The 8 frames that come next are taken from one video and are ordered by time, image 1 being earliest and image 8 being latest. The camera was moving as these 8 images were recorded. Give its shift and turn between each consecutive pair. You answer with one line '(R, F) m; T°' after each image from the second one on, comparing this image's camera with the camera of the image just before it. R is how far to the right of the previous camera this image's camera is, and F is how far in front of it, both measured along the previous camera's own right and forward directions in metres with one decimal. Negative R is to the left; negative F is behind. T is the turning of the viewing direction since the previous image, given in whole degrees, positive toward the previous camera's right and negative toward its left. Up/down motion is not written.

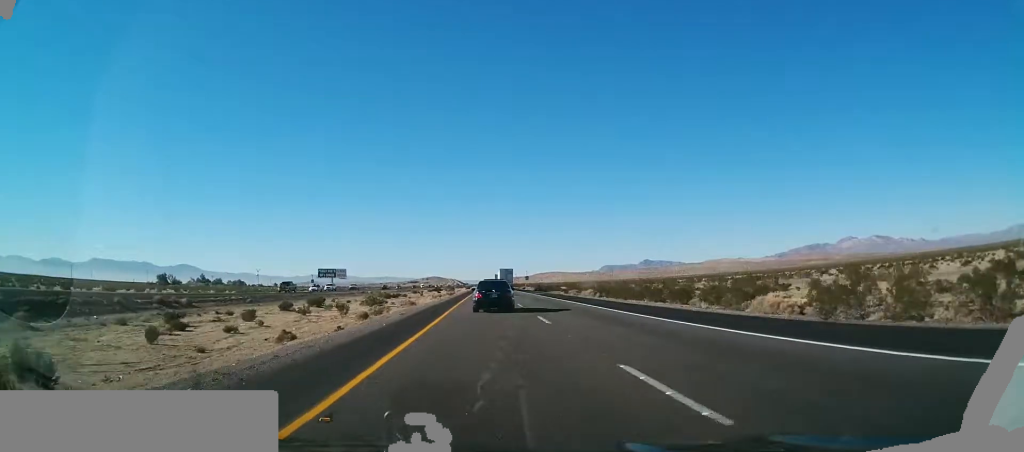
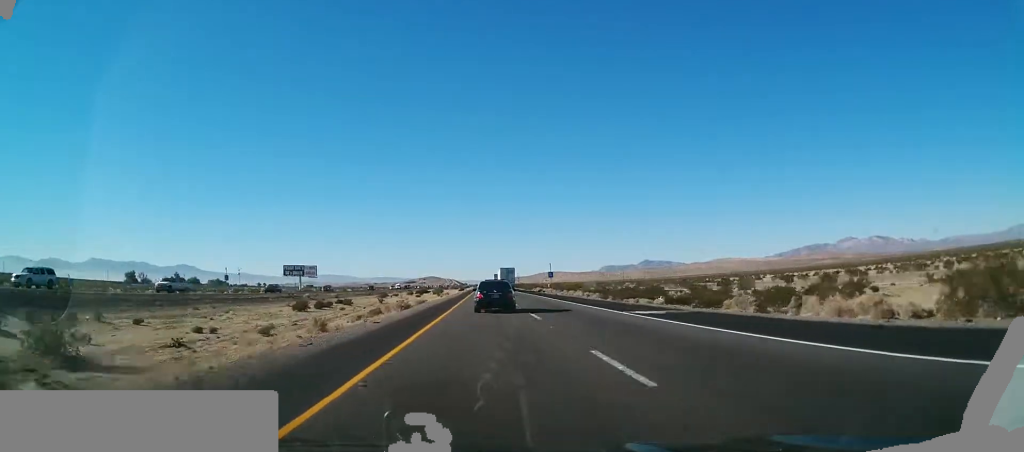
(0.0, +56.1) m; 0°
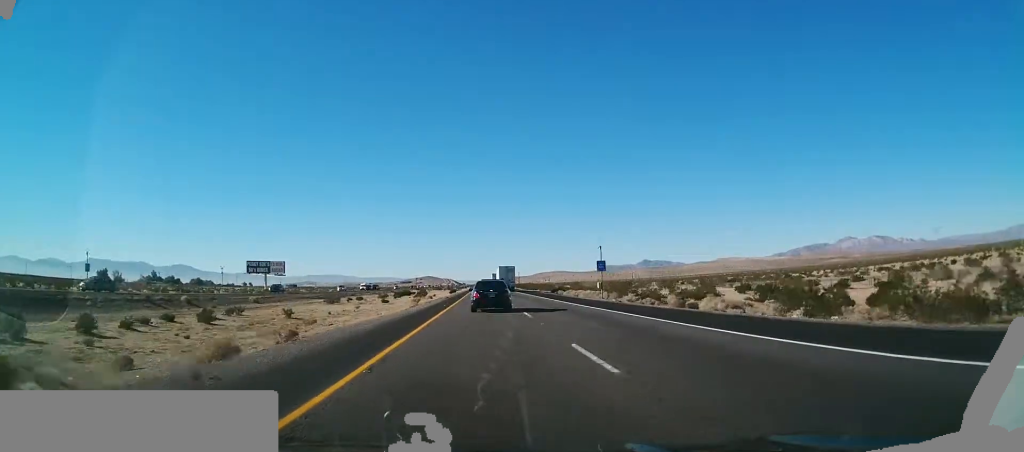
(+0.1, +42.7) m; +1°
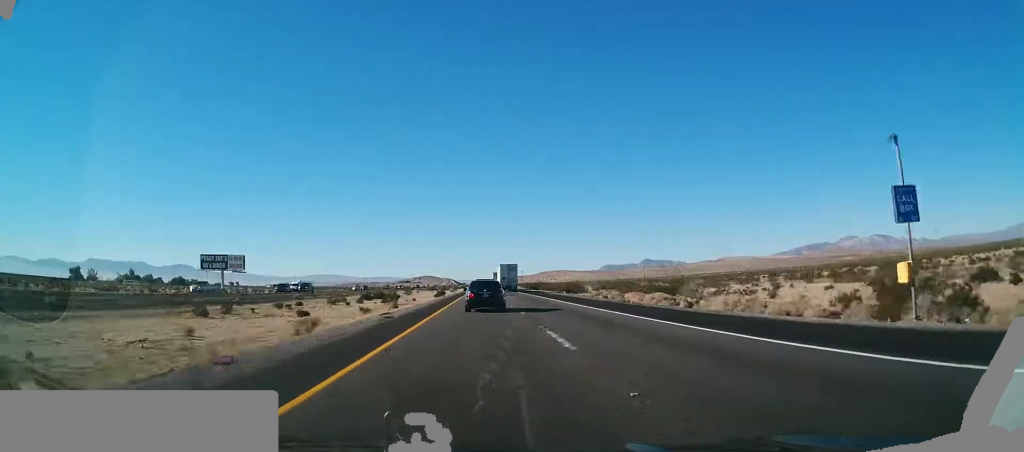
(+0.4, +40.6) m; 0°
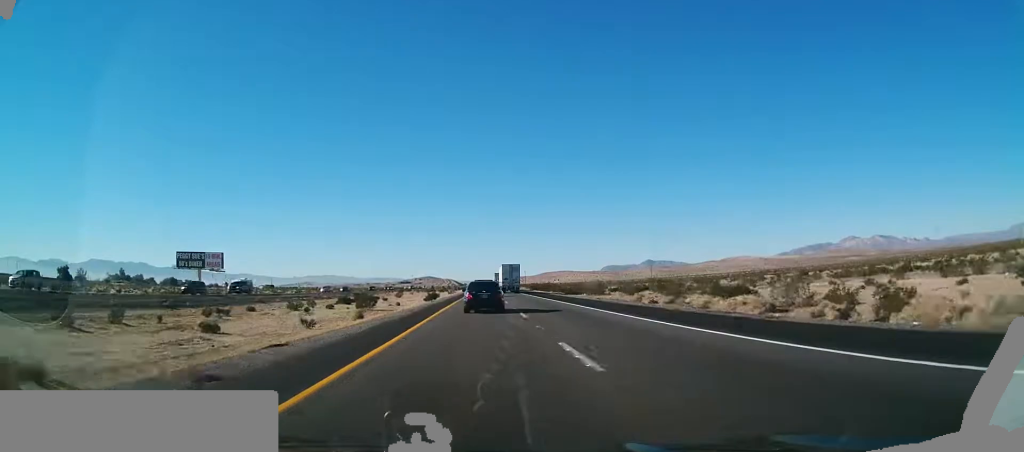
(-0.2, +17.4) m; -1°
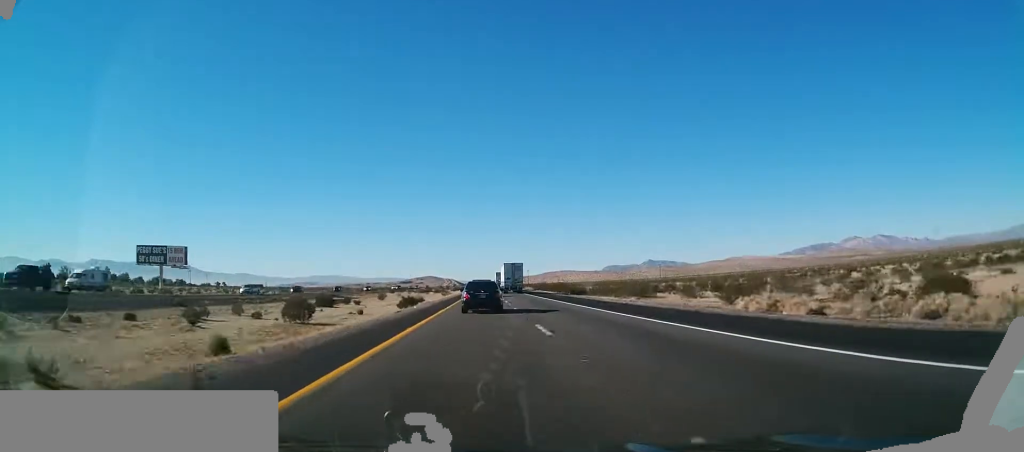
(-0.2, +23.3) m; 0°
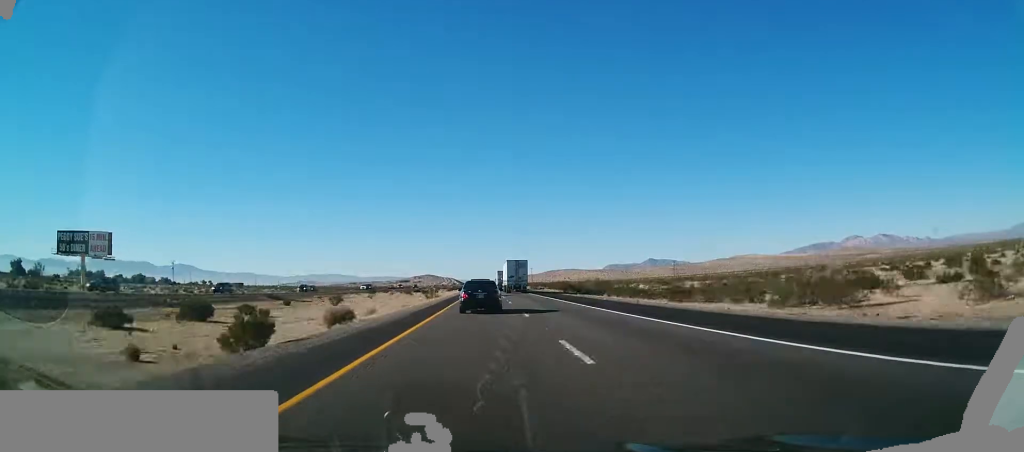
(-0.1, +34.9) m; 0°
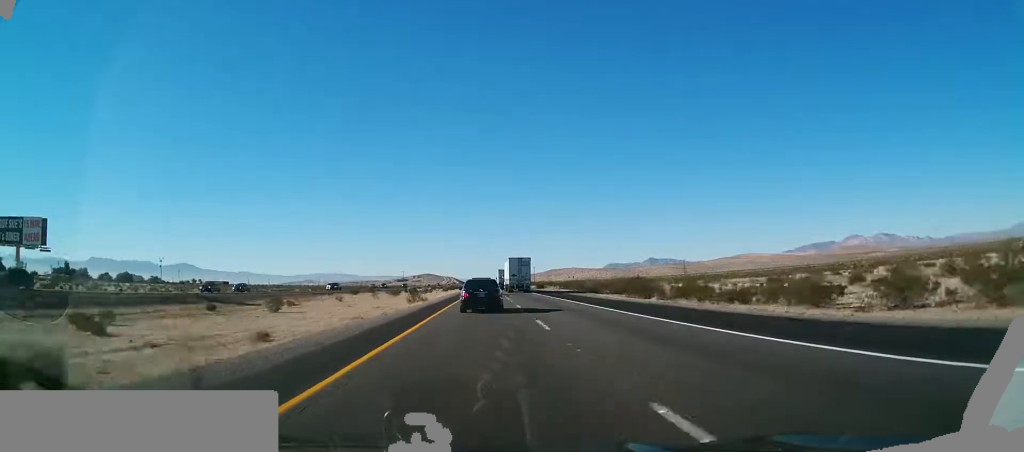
(0.0, +22.1) m; +1°
